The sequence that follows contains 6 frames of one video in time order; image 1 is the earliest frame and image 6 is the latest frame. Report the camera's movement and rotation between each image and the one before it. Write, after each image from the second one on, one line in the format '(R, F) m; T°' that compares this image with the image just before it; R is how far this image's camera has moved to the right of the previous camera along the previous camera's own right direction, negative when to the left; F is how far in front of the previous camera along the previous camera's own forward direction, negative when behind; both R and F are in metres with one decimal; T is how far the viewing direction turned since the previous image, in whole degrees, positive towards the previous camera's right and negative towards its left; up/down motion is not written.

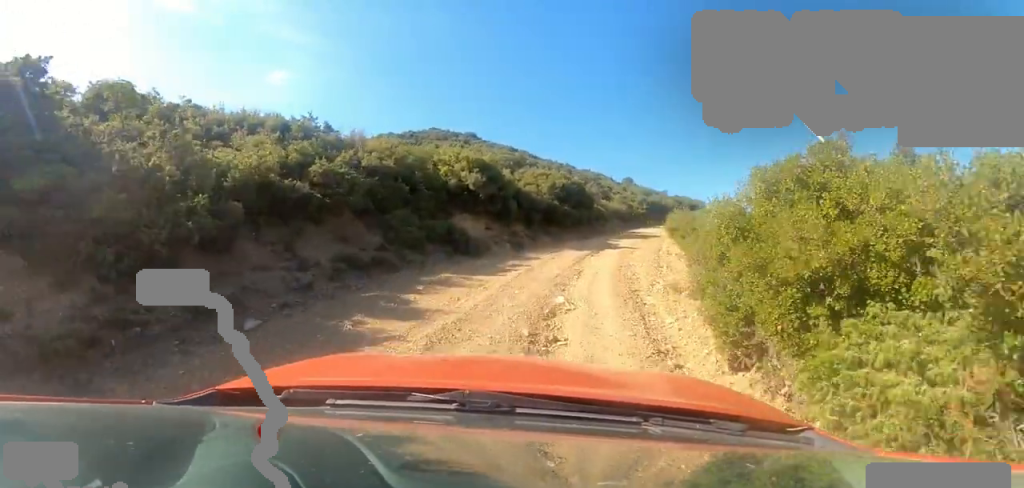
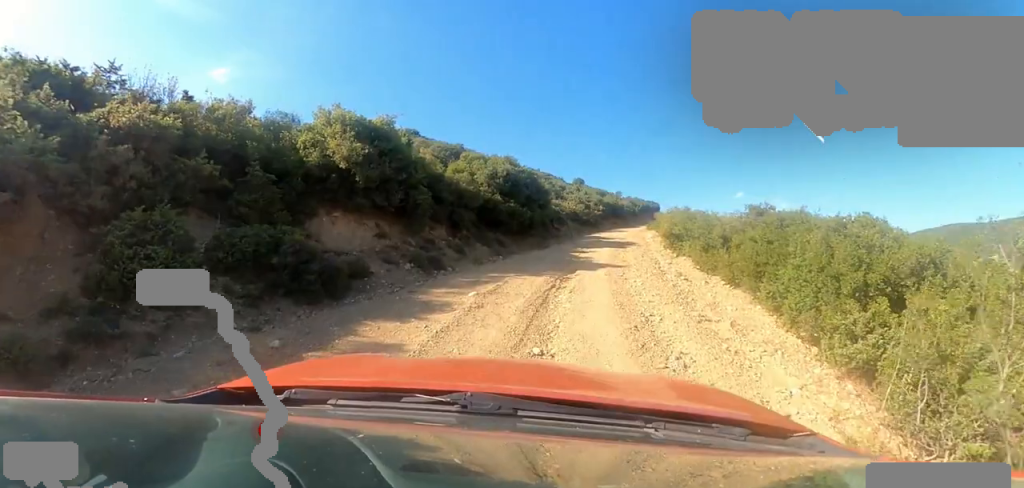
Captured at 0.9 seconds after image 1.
(+1.0, +6.7) m; +15°
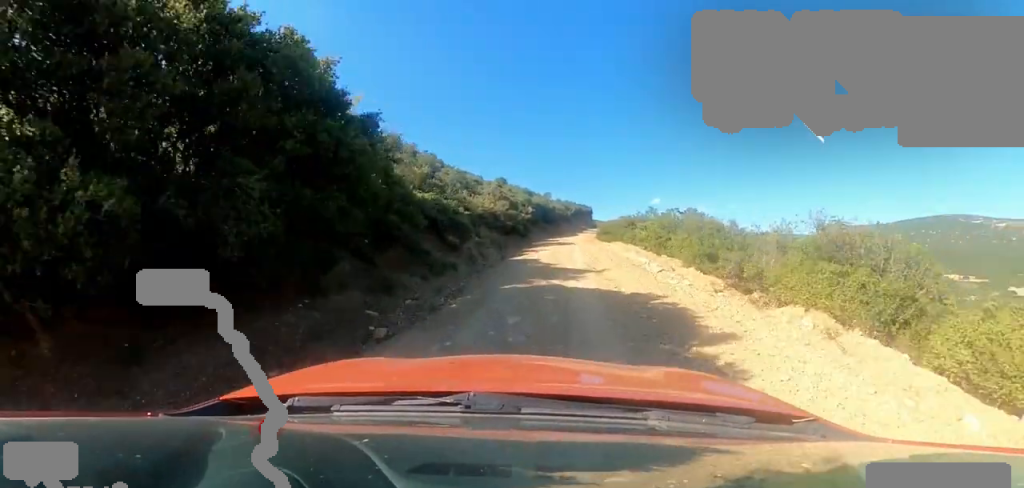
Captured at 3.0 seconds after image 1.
(+1.9, +14.2) m; +12°
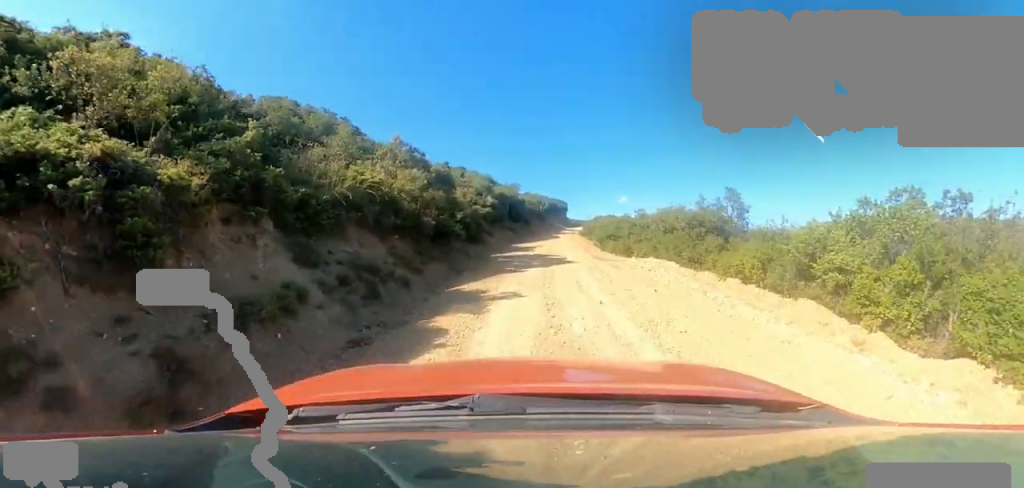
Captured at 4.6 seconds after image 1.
(+1.4, +11.5) m; +5°
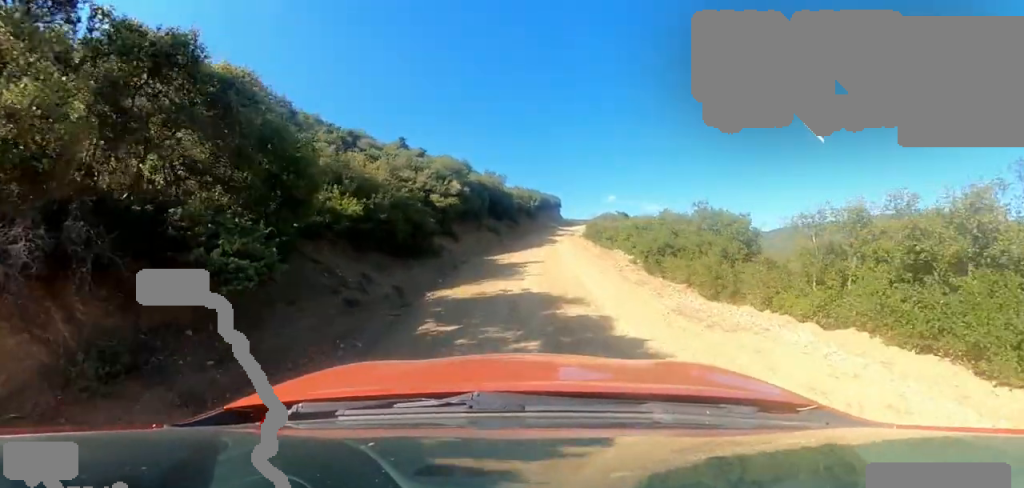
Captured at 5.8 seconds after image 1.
(-0.7, +8.1) m; 0°
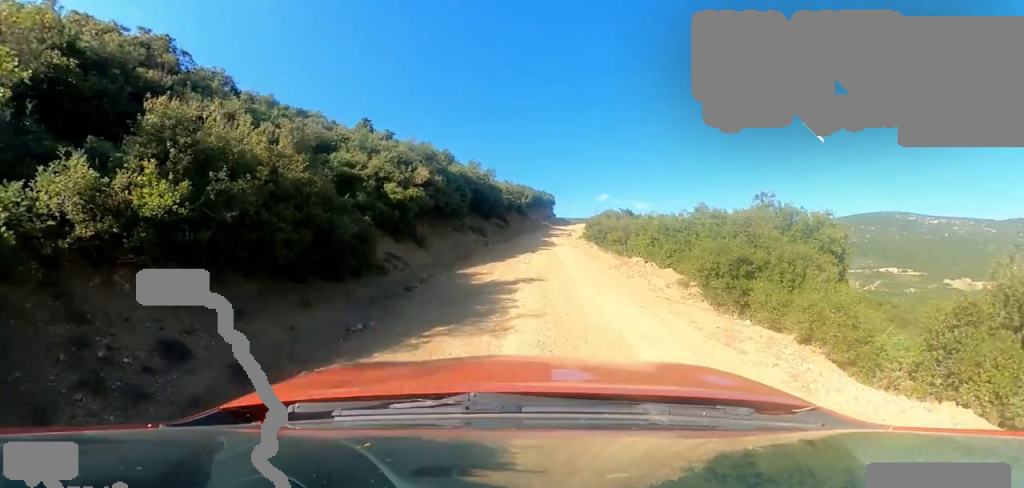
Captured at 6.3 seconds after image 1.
(+0.5, +3.8) m; 0°
